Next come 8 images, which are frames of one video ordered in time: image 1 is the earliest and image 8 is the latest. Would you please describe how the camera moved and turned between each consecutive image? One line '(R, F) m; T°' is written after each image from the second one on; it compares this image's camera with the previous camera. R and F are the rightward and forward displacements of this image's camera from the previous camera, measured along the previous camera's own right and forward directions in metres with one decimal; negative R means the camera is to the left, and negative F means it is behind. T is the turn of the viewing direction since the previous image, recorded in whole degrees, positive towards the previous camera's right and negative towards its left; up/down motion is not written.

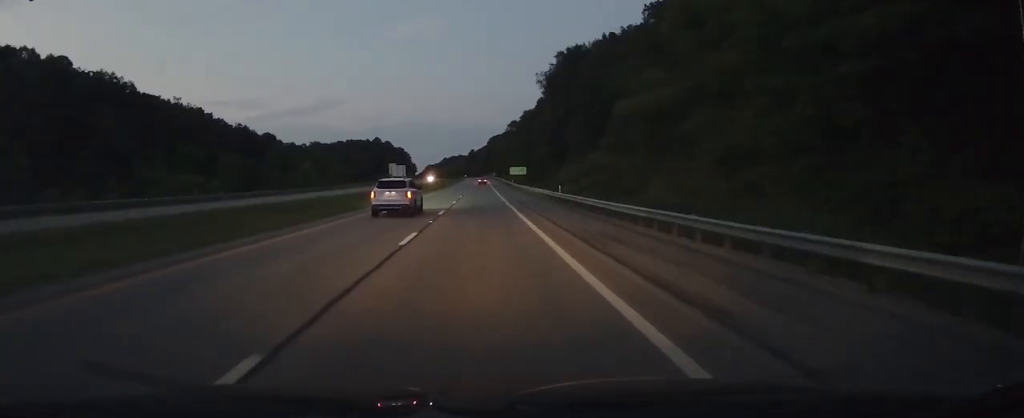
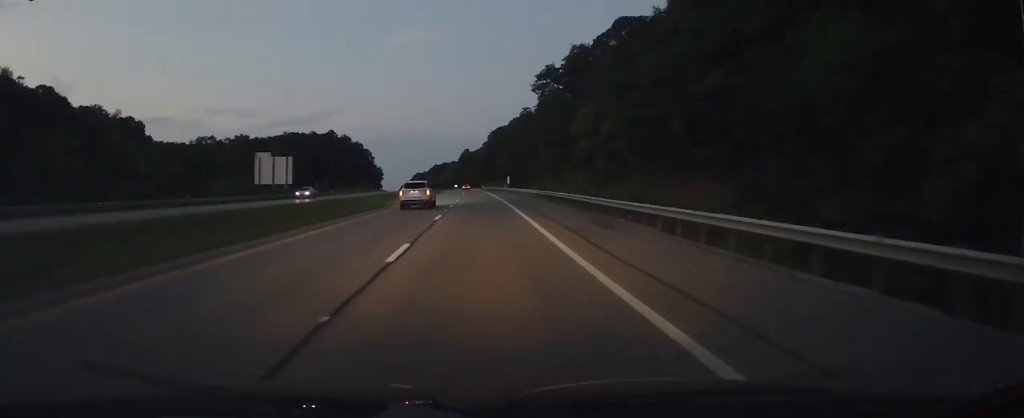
(-0.8, +116.8) m; -2°
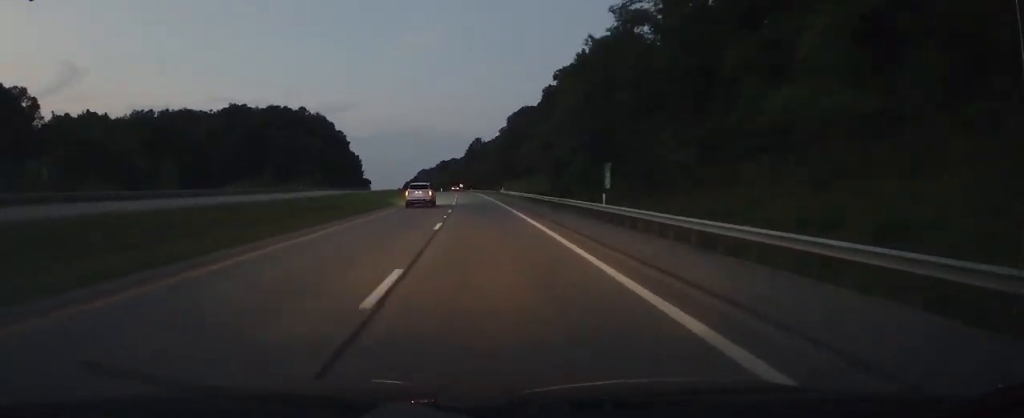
(-0.5, +70.3) m; -2°
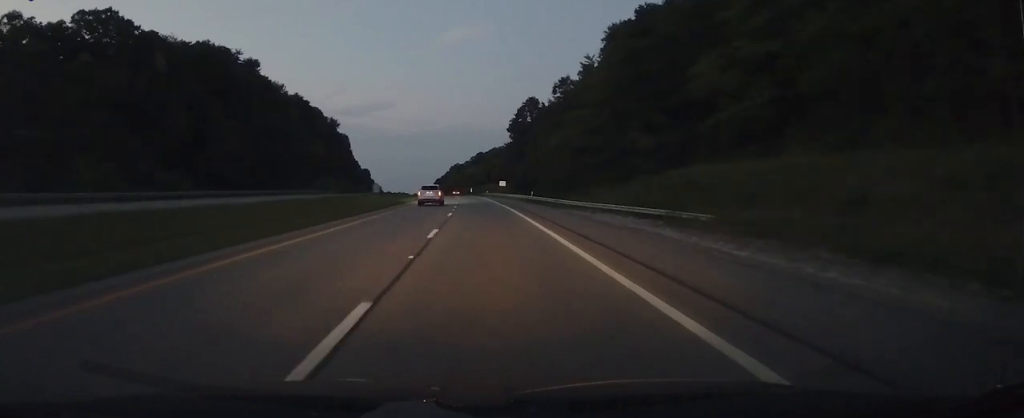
(-3.1, +105.8) m; -3°
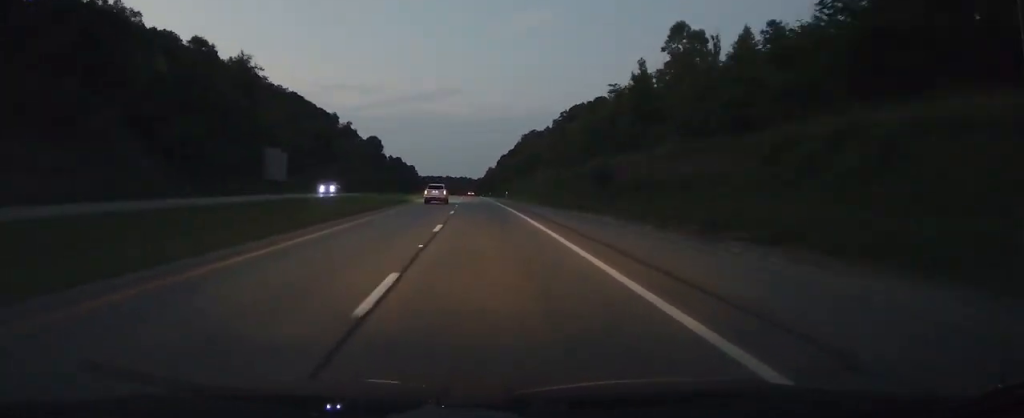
(-10.7, +209.6) m; -5°
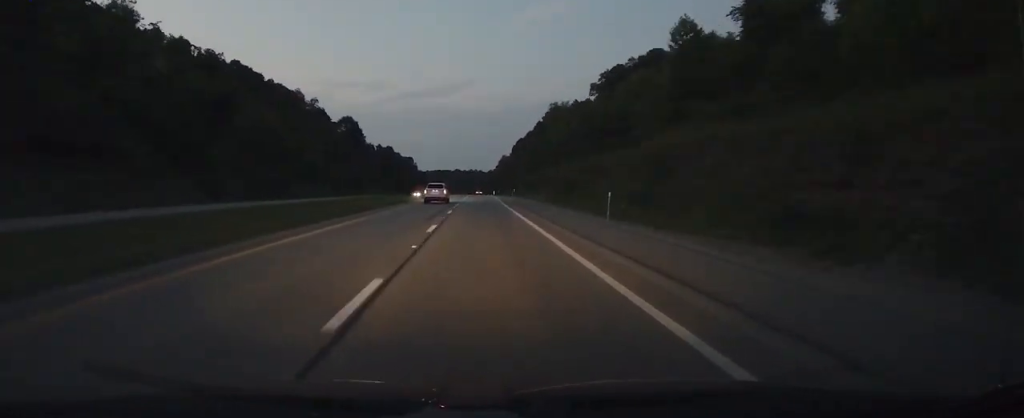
(-1.3, +71.1) m; -1°
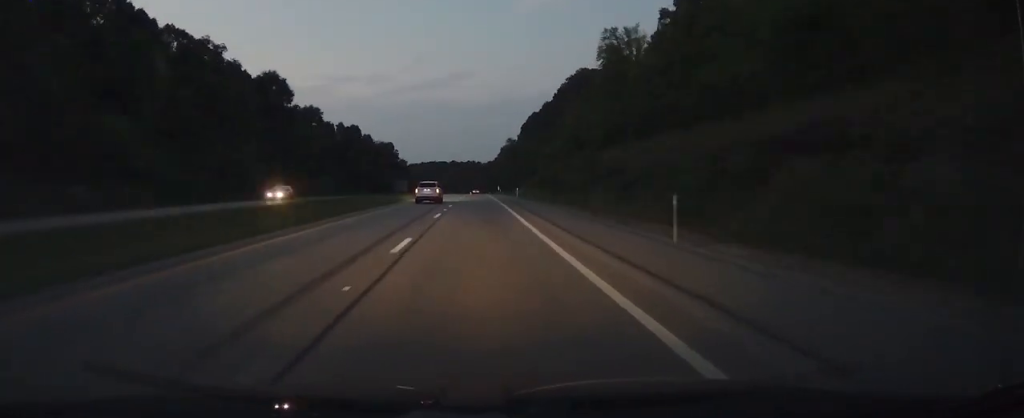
(-0.5, +76.2) m; 0°
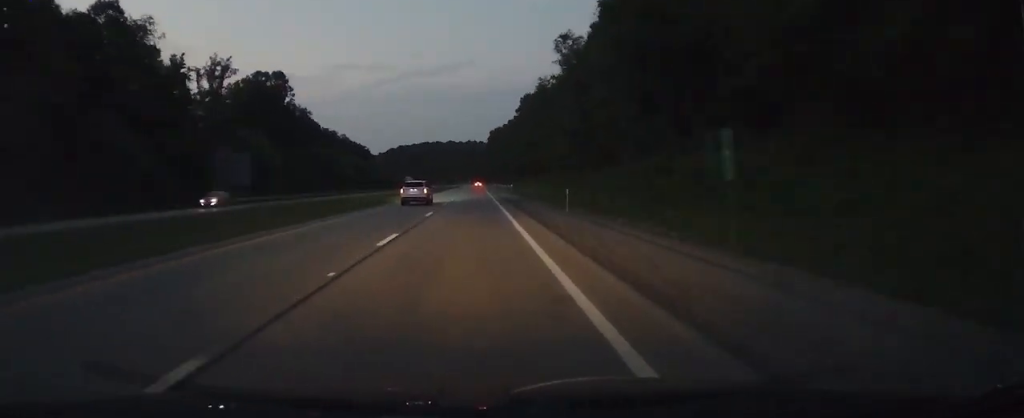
(+0.1, +166.7) m; 0°
